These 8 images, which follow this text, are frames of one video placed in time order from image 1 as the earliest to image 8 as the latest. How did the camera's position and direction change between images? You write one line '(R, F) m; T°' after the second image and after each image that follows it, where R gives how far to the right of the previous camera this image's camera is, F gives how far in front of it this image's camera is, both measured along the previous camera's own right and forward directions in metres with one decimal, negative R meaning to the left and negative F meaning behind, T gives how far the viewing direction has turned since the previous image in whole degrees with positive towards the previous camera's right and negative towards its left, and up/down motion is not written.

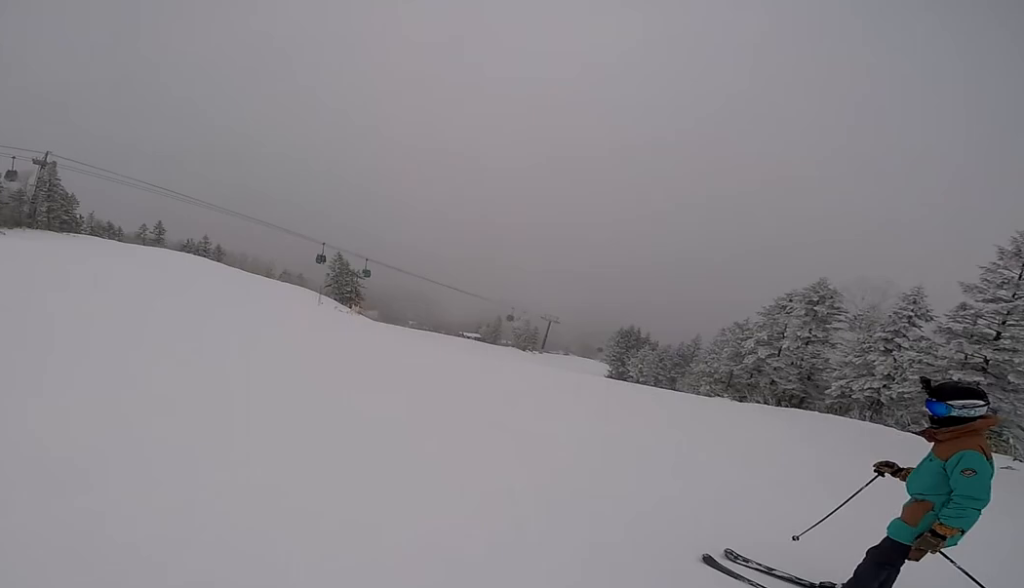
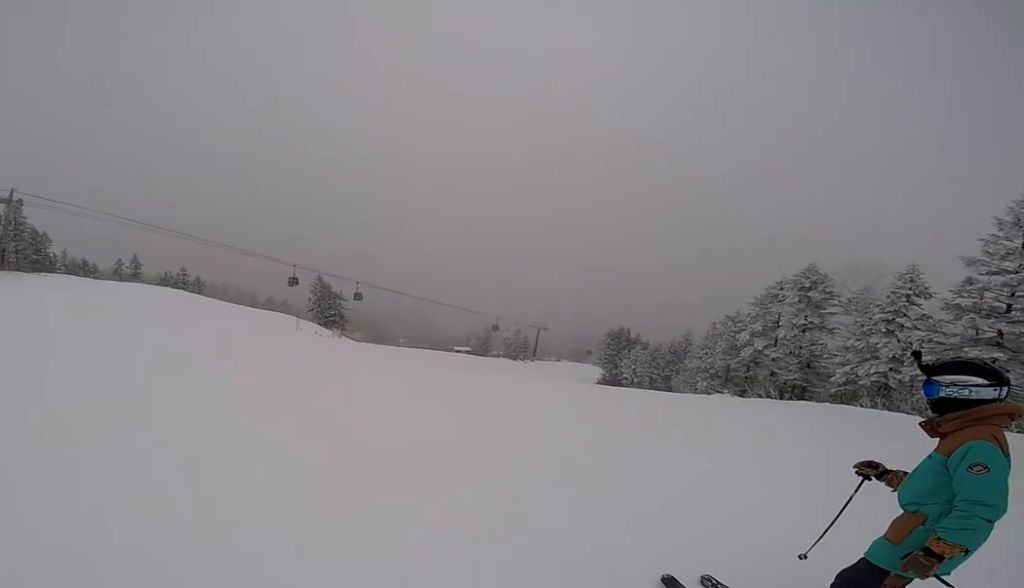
(-0.2, +1.5) m; -5°
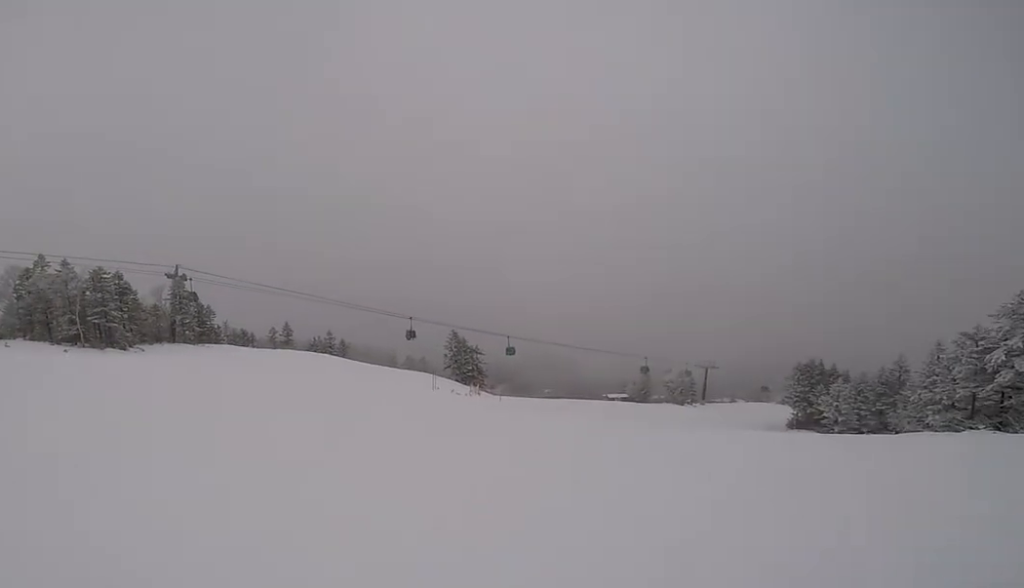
(-0.1, +2.7) m; -2°
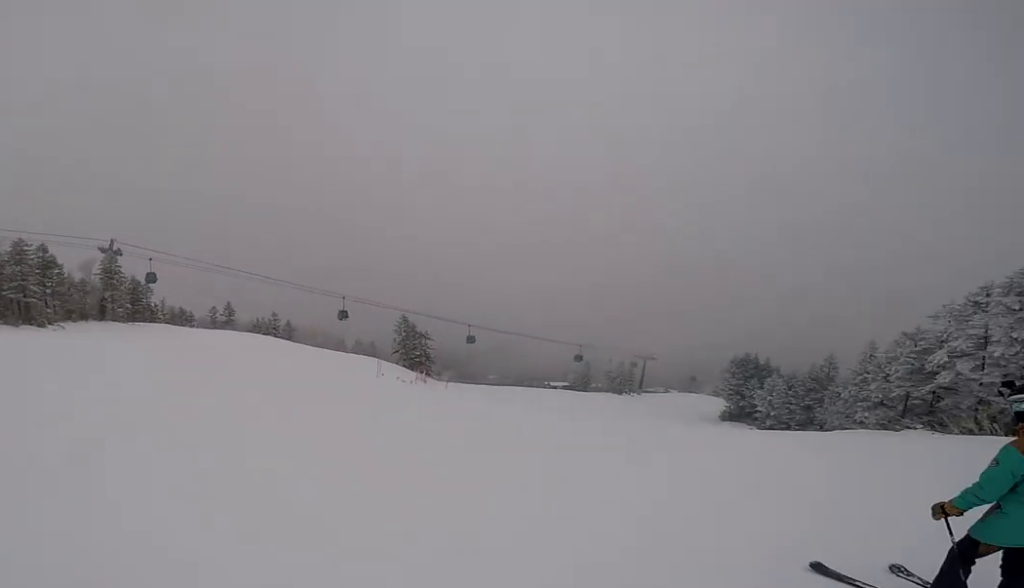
(0.0, +2.7) m; 0°
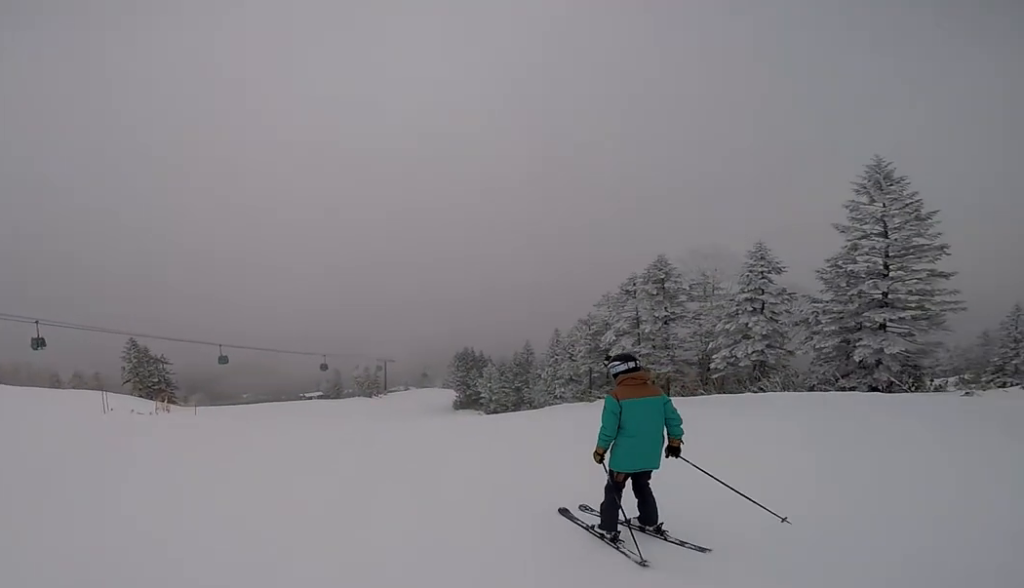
(0.0, +1.6) m; +3°
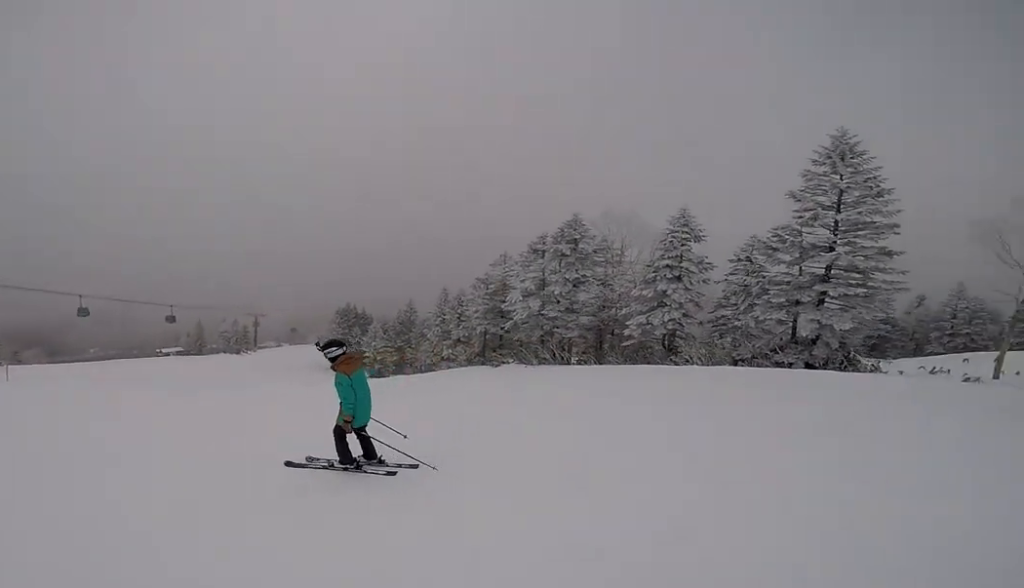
(+0.4, +4.6) m; +17°
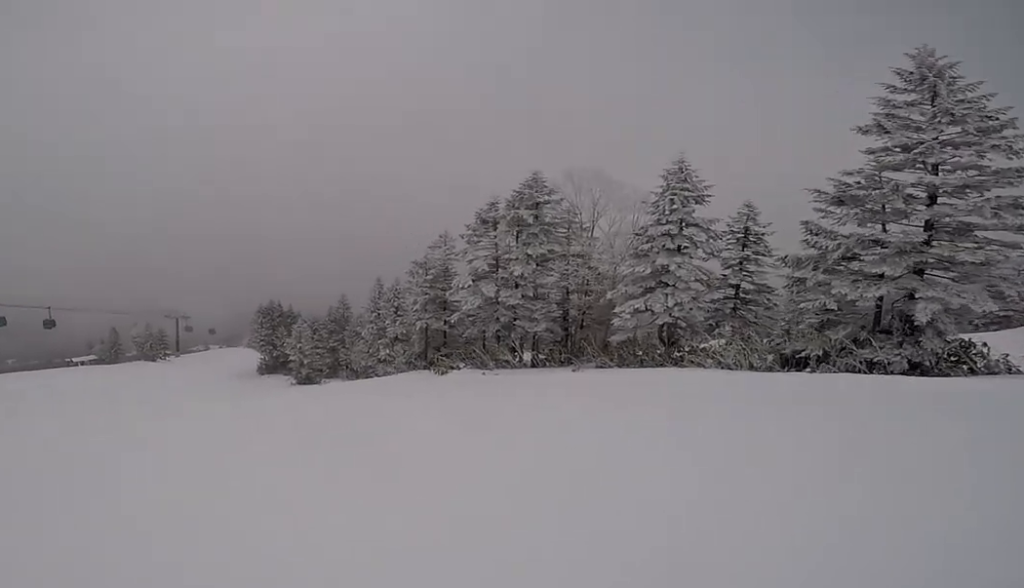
(+1.4, +8.0) m; +3°
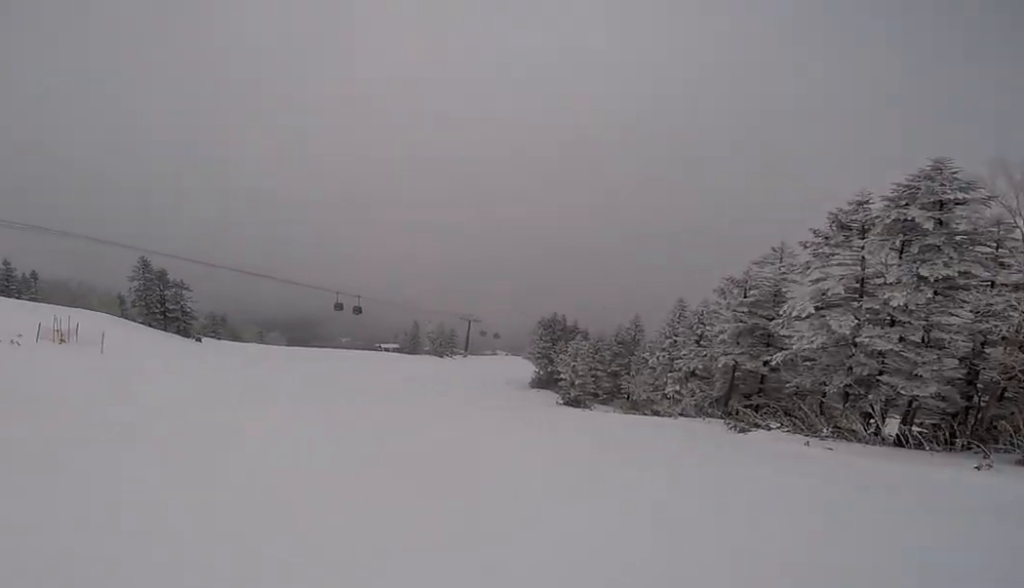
(-0.3, +3.8) m; -17°
